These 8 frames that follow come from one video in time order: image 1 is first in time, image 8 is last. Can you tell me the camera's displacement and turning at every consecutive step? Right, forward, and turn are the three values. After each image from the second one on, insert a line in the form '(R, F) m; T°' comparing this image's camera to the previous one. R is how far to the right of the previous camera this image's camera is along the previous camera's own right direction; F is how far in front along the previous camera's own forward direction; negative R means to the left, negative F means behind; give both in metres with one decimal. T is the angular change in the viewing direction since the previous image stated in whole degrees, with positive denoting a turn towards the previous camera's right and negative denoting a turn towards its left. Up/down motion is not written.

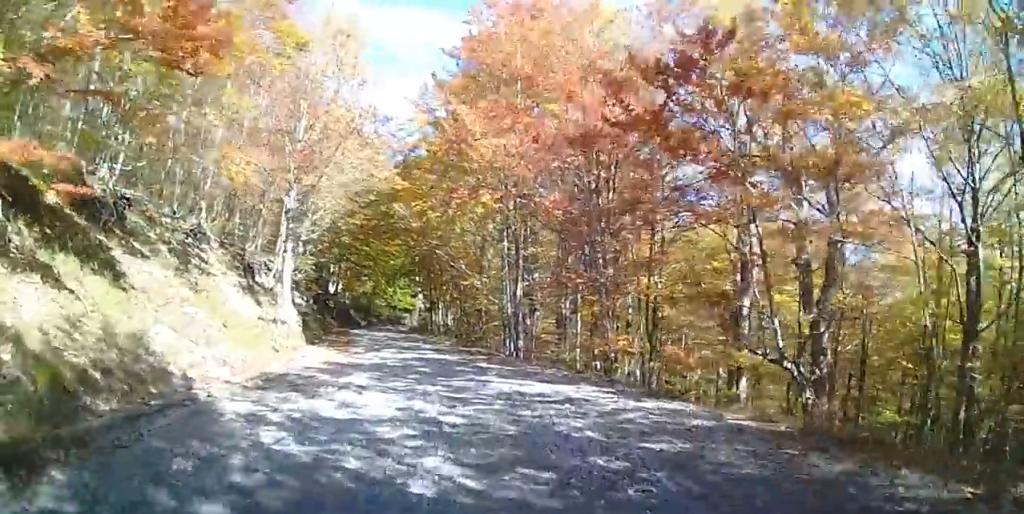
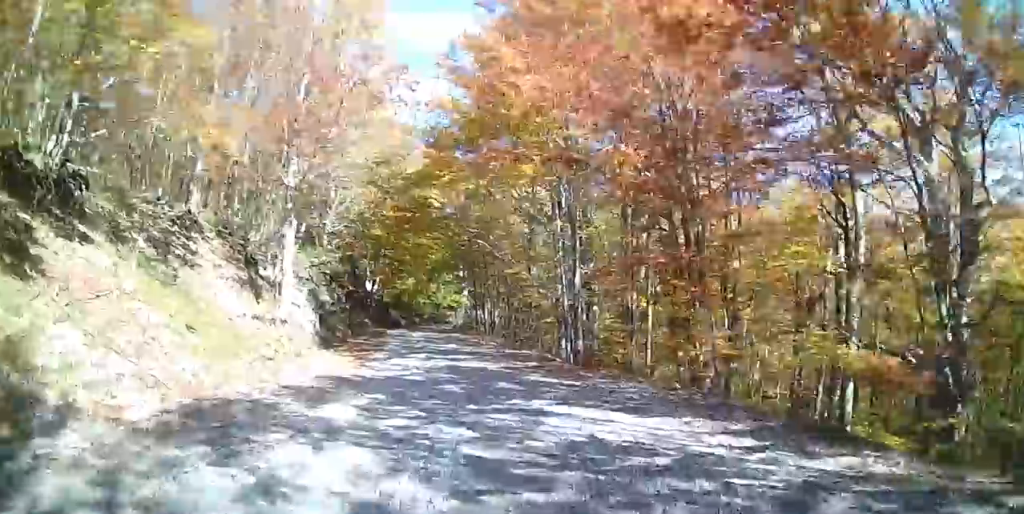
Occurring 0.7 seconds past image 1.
(-0.3, +4.0) m; -4°
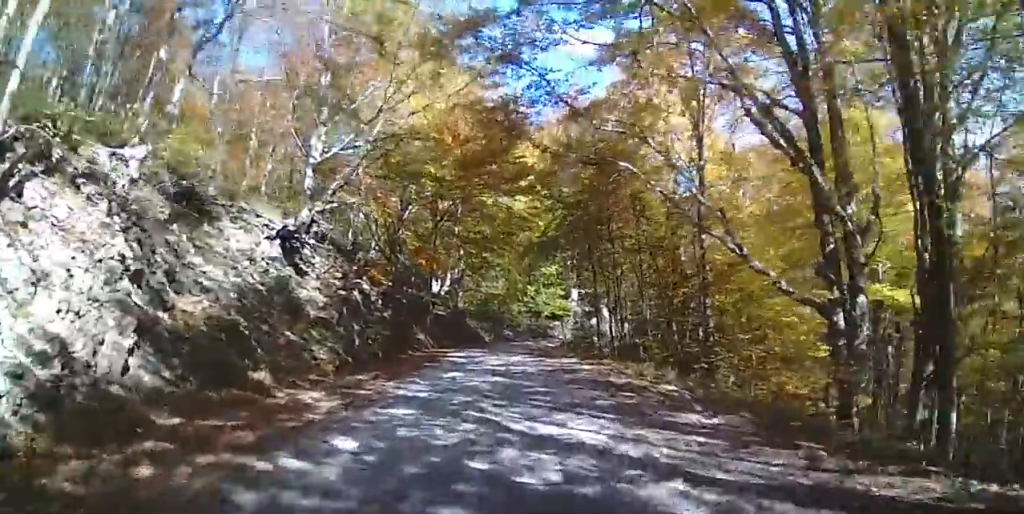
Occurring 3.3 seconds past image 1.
(-1.3, +16.4) m; -5°
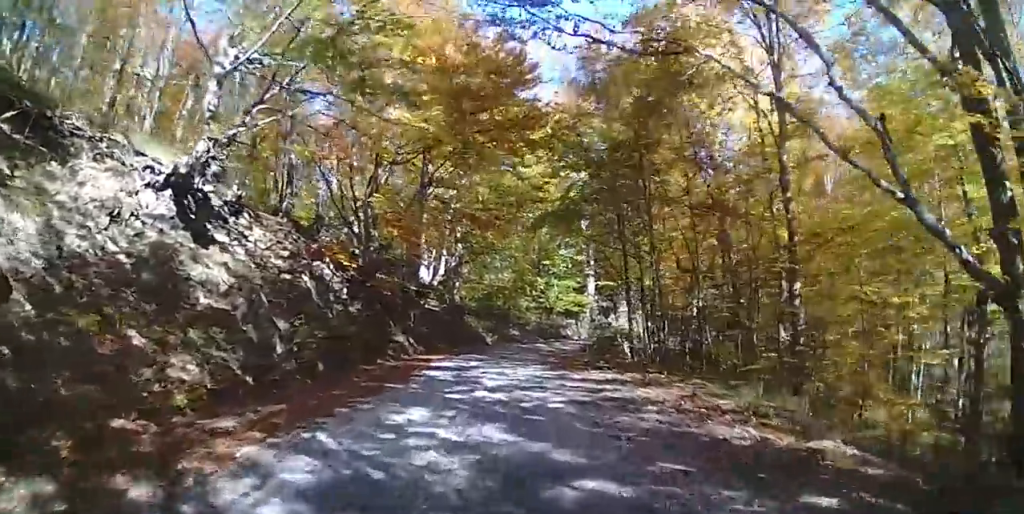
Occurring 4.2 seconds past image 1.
(+0.1, +6.1) m; 0°
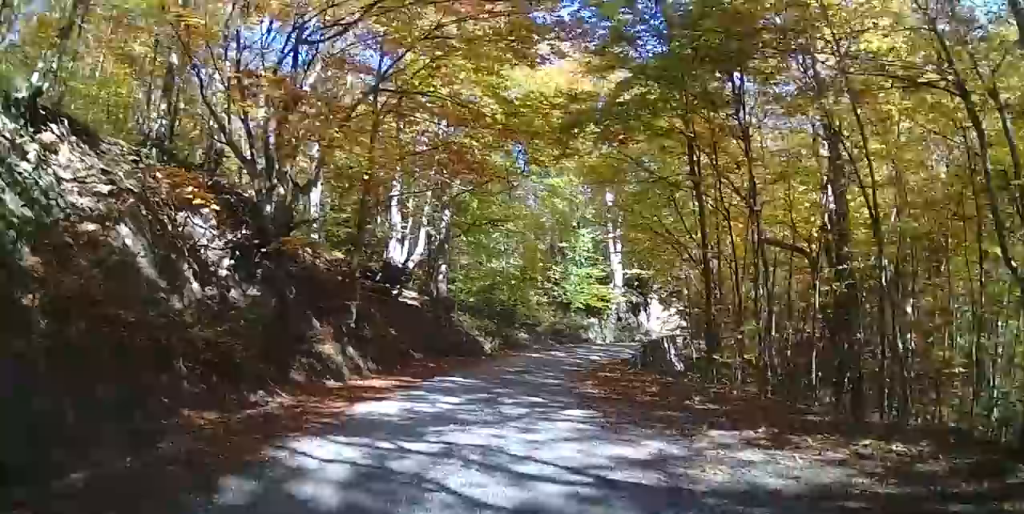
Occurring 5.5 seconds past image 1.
(-0.3, +8.6) m; -2°
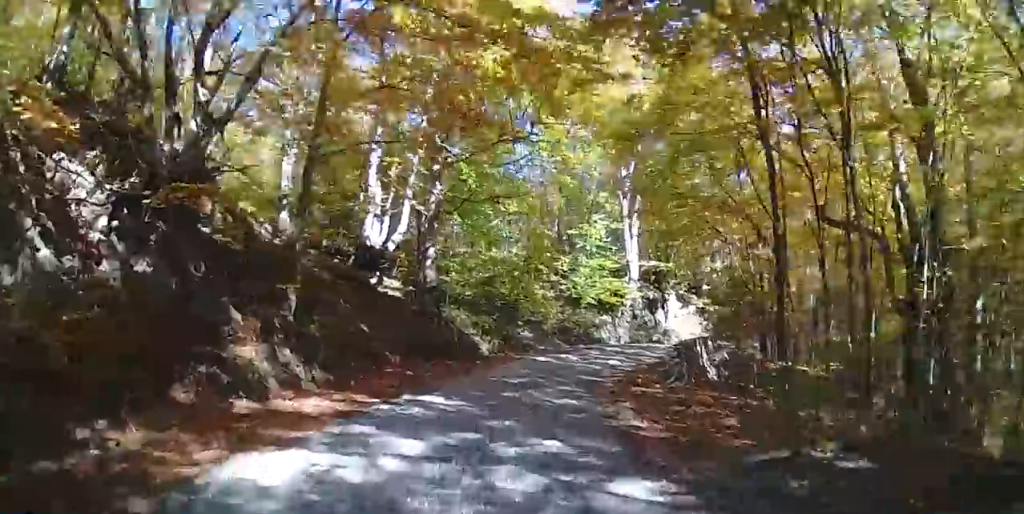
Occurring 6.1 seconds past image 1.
(0.0, +3.9) m; +1°
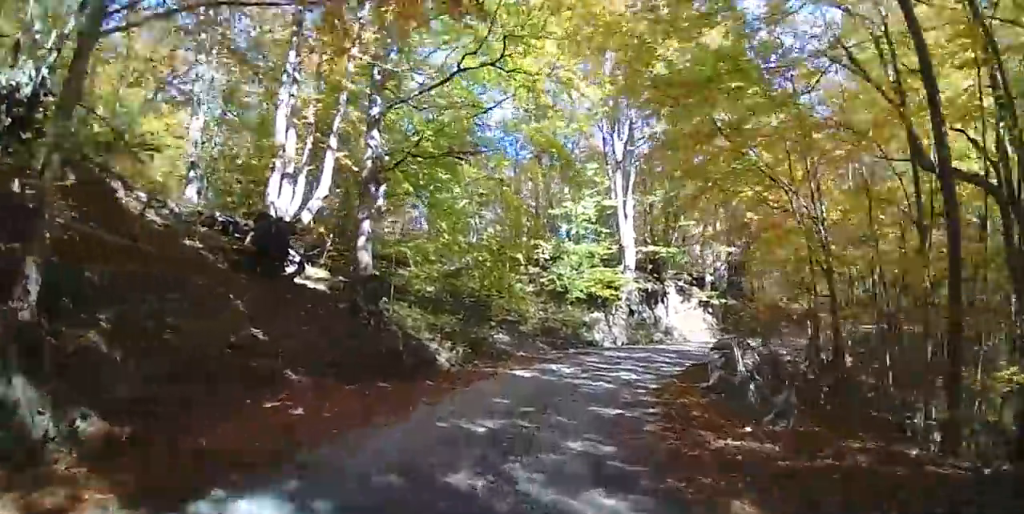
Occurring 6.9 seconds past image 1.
(0.0, +5.4) m; +2°
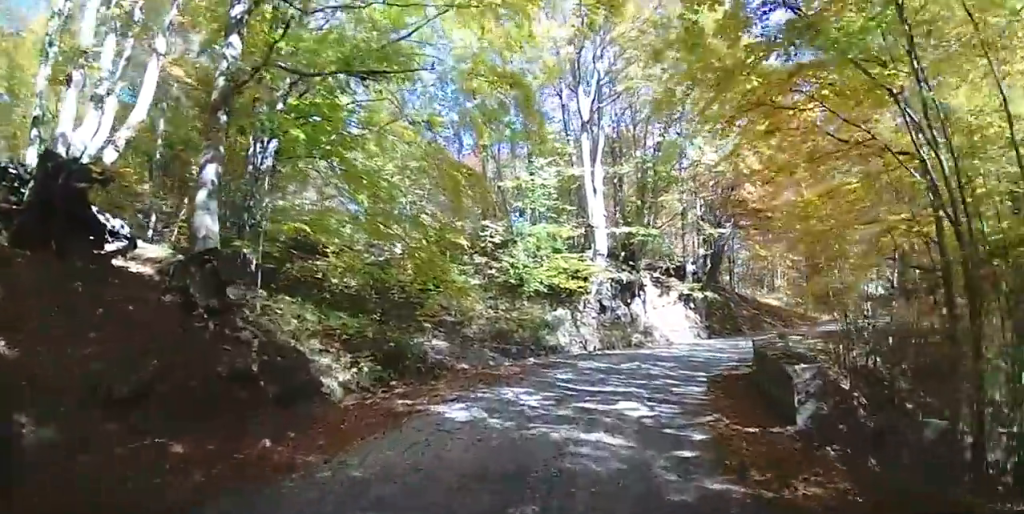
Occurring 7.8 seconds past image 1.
(+0.2, +5.5) m; +2°
